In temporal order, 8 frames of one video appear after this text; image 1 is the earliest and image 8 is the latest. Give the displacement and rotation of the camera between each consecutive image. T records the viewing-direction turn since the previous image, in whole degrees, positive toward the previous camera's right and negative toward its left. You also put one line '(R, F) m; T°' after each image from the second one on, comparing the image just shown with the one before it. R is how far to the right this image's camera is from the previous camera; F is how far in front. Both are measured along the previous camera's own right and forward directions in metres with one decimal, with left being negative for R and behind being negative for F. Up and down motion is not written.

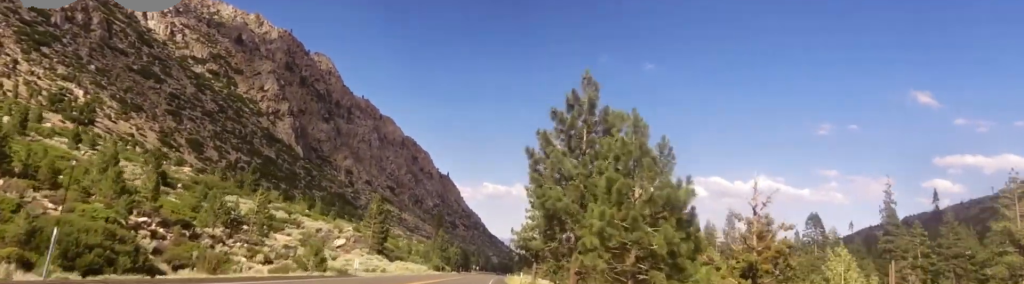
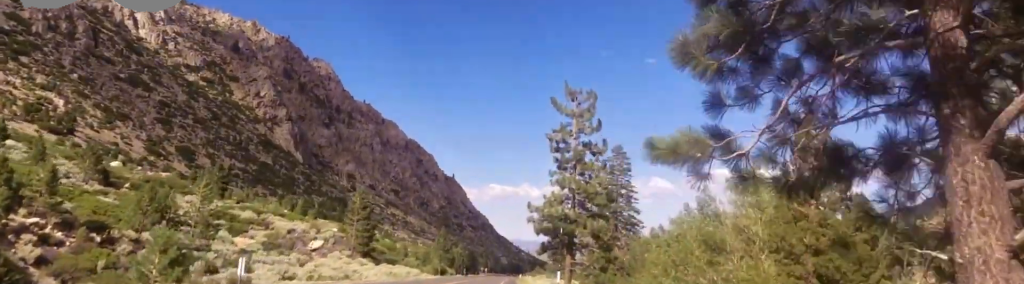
(0.0, +20.3) m; -1°
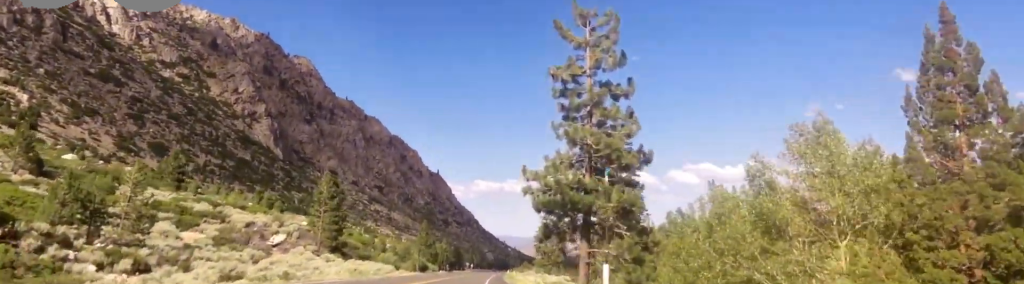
(+0.1, +10.6) m; -1°
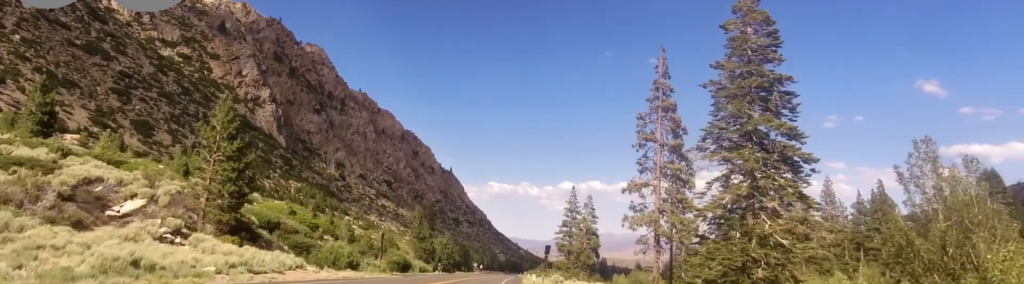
(+0.2, +37.3) m; +2°
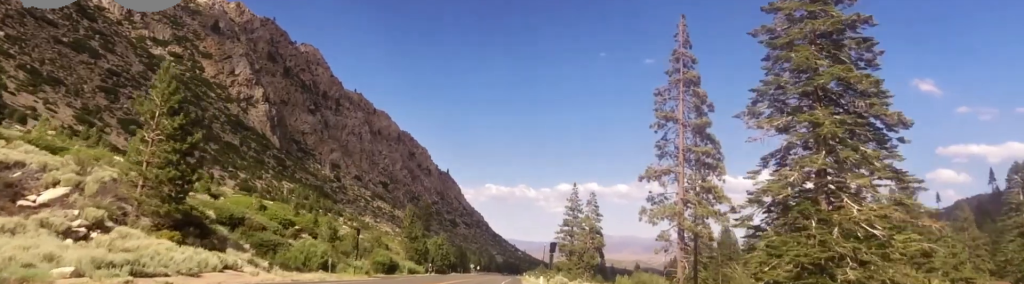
(+0.1, +8.8) m; -1°
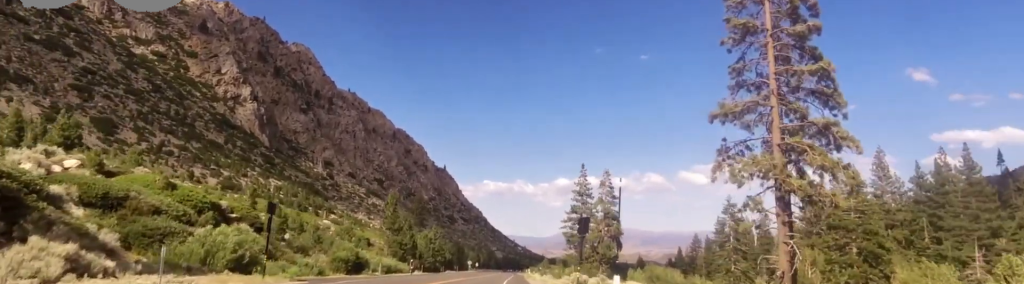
(-0.6, +18.2) m; 0°
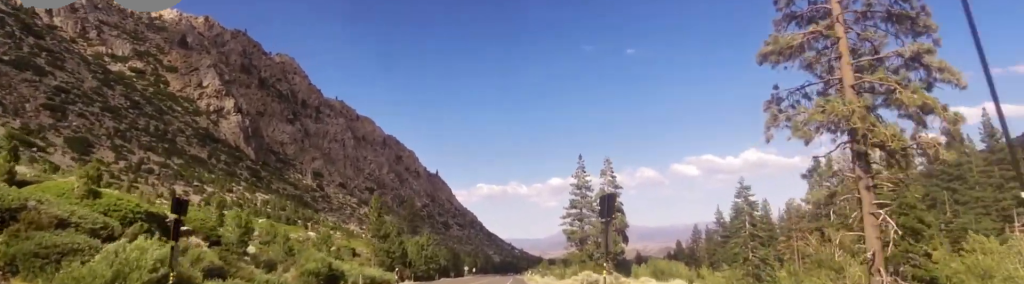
(+0.3, +8.0) m; +2°
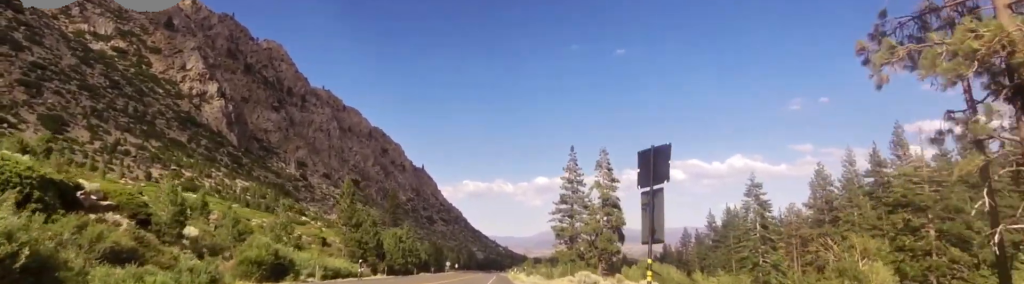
(0.0, +8.5) m; +2°
